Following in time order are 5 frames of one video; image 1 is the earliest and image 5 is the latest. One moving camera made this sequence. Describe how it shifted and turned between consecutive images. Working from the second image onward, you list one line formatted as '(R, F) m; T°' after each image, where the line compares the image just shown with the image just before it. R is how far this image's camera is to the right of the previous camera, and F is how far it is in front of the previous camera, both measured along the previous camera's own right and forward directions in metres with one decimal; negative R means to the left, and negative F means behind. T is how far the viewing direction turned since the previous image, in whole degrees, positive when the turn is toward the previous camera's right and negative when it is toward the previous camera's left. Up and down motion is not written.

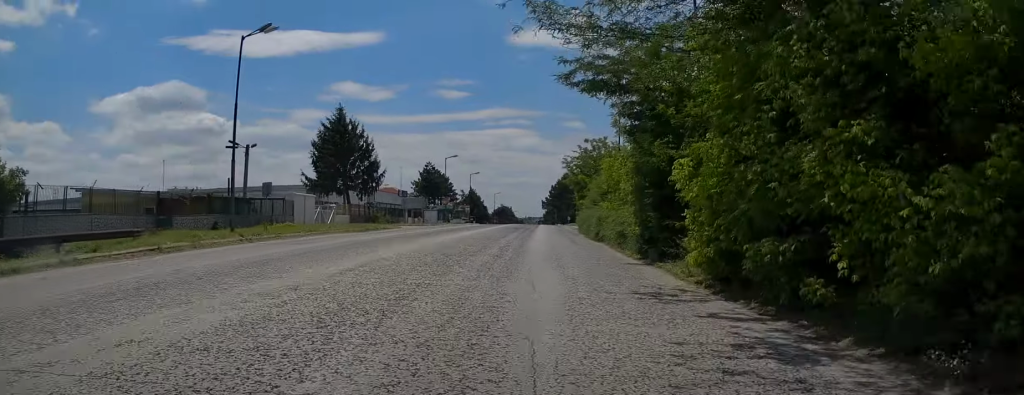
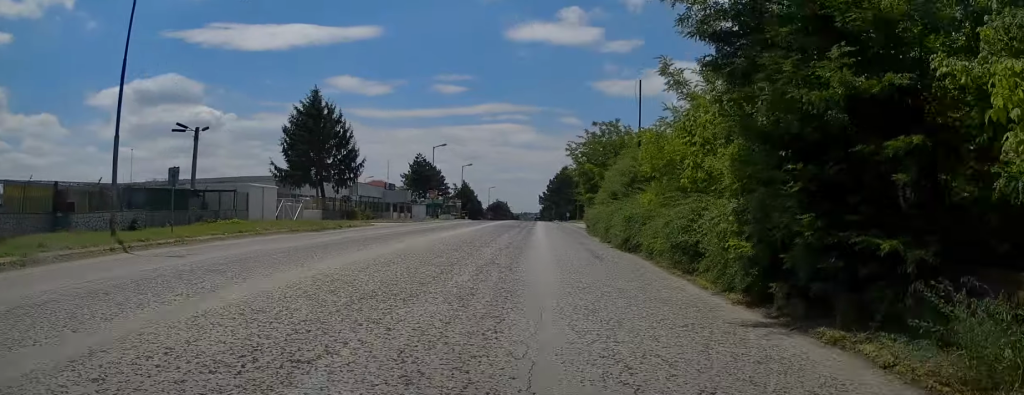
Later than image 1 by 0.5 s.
(-0.1, +8.1) m; 0°
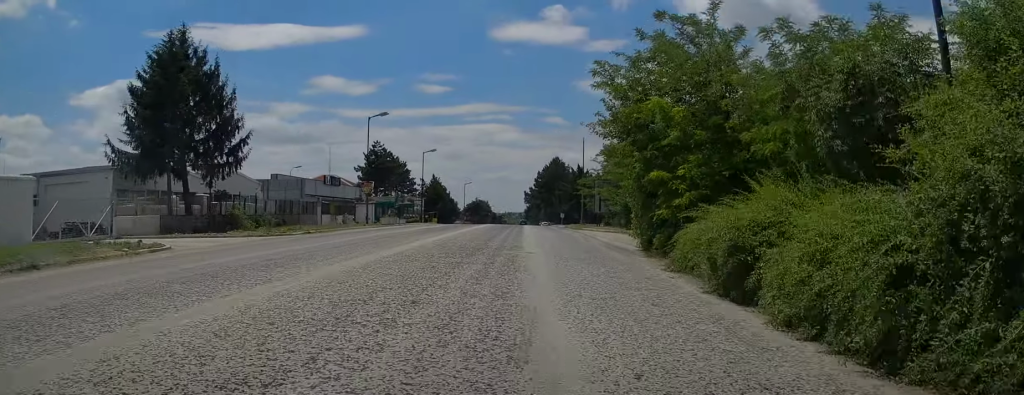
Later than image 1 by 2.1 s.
(+0.5, +25.3) m; +1°
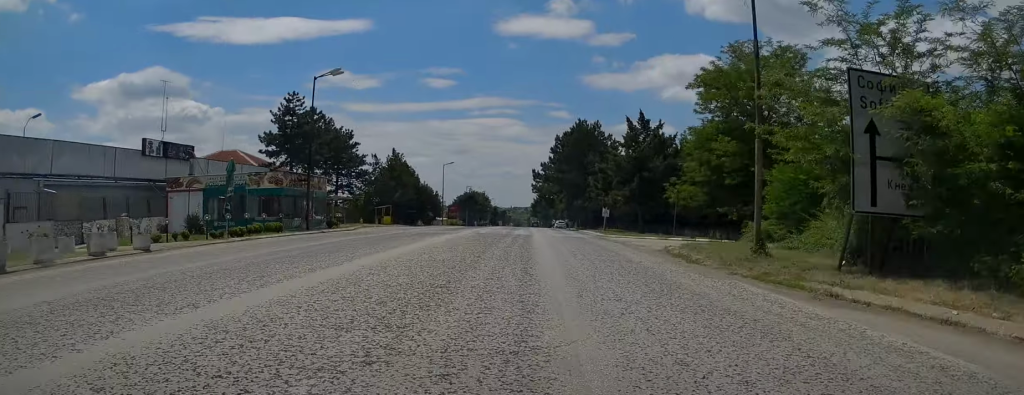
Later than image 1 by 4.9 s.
(-0.8, +42.5) m; -1°
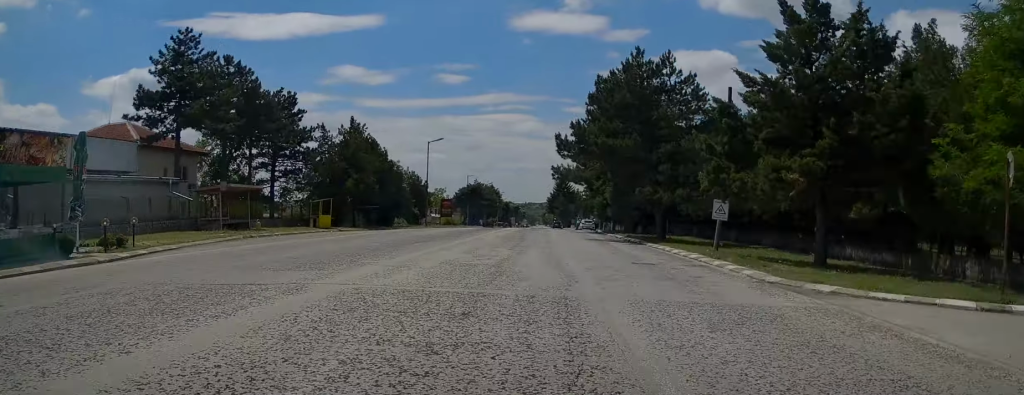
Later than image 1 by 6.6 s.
(-0.3, +25.1) m; -2°
